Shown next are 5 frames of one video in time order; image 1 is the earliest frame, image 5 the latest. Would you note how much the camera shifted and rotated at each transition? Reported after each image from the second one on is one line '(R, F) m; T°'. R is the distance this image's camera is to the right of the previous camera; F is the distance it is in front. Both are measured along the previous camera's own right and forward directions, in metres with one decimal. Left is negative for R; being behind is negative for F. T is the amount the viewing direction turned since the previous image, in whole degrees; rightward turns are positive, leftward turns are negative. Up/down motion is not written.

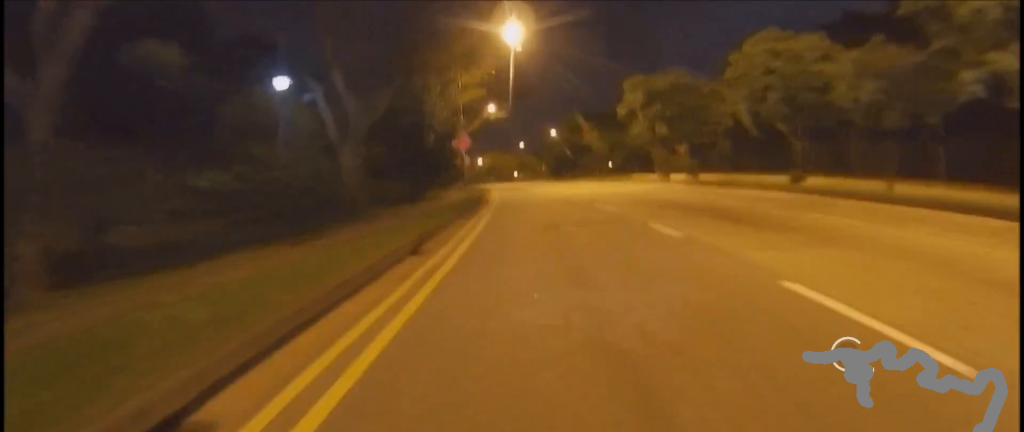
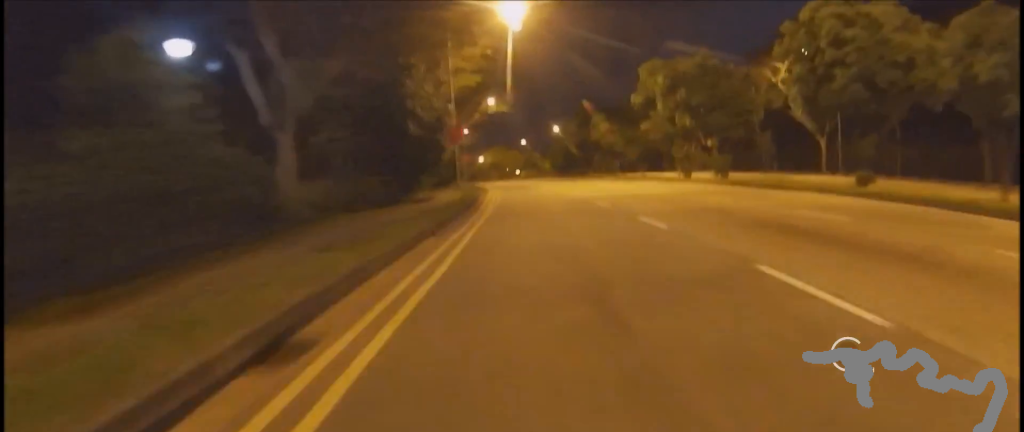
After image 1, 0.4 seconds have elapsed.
(-0.1, +4.6) m; -1°
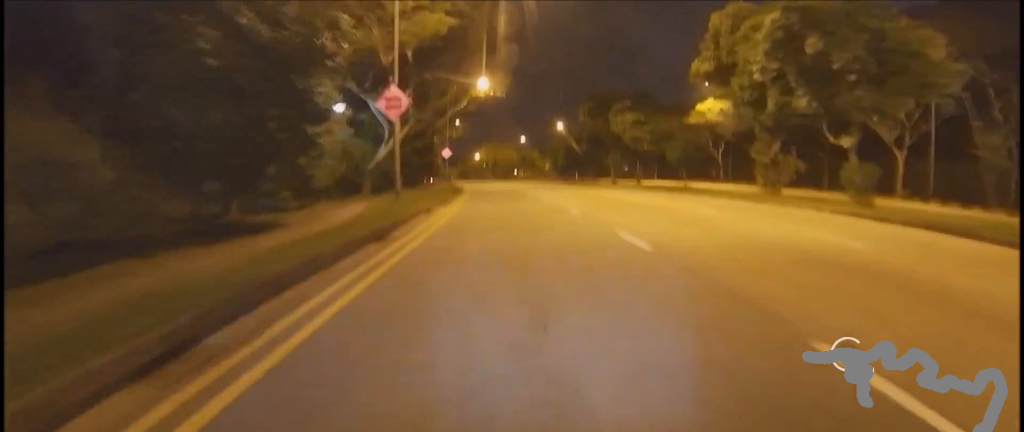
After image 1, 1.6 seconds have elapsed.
(-0.1, +12.7) m; +1°
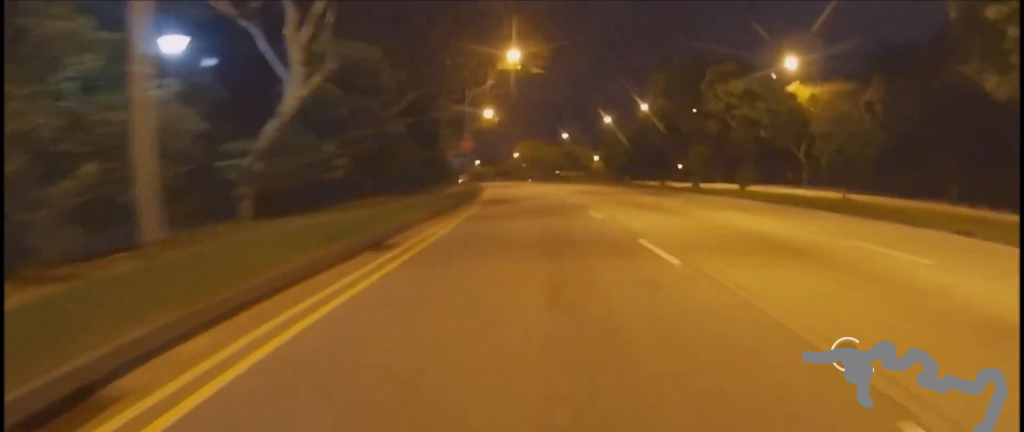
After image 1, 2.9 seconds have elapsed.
(+0.3, +13.3) m; 0°
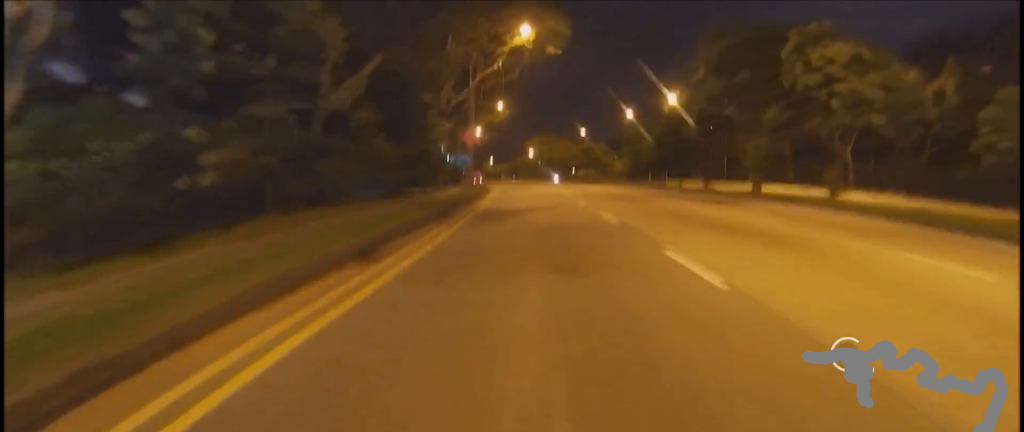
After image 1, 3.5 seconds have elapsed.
(-0.2, +7.0) m; -2°
